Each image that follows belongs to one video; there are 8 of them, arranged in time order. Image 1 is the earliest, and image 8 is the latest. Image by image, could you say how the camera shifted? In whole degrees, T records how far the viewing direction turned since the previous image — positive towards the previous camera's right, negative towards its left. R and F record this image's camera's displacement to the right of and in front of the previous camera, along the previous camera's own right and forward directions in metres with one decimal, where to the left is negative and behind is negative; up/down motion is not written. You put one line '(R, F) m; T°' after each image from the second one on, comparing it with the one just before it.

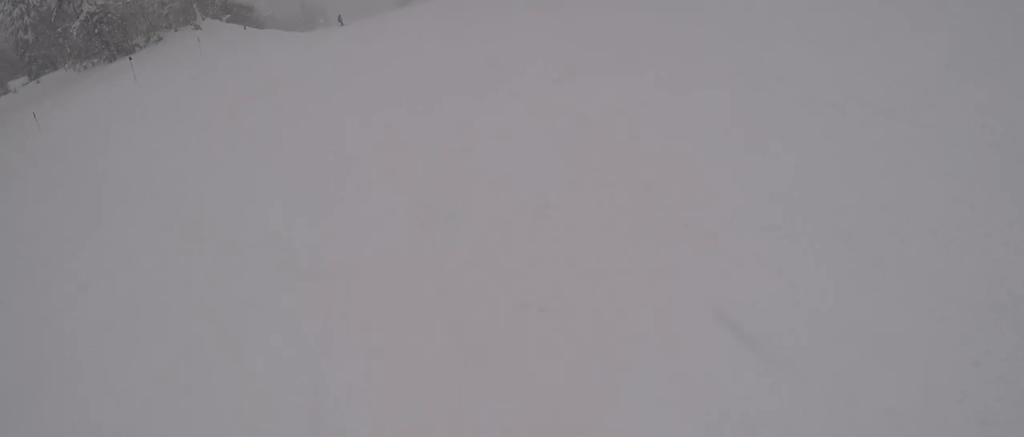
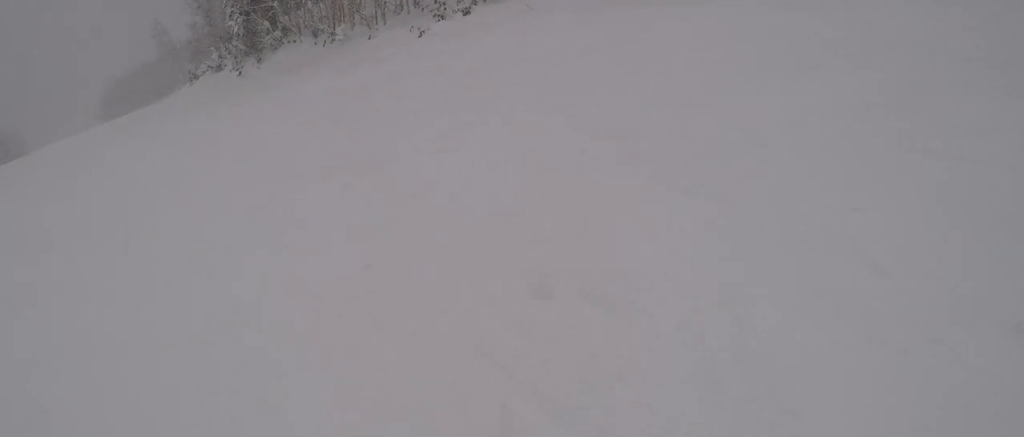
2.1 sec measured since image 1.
(+0.7, +16.5) m; -16°
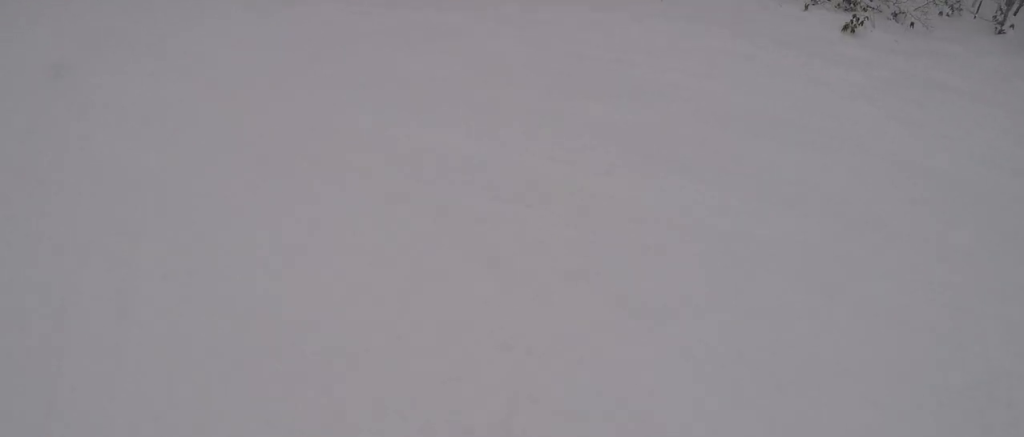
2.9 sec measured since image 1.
(-1.3, +6.3) m; -20°
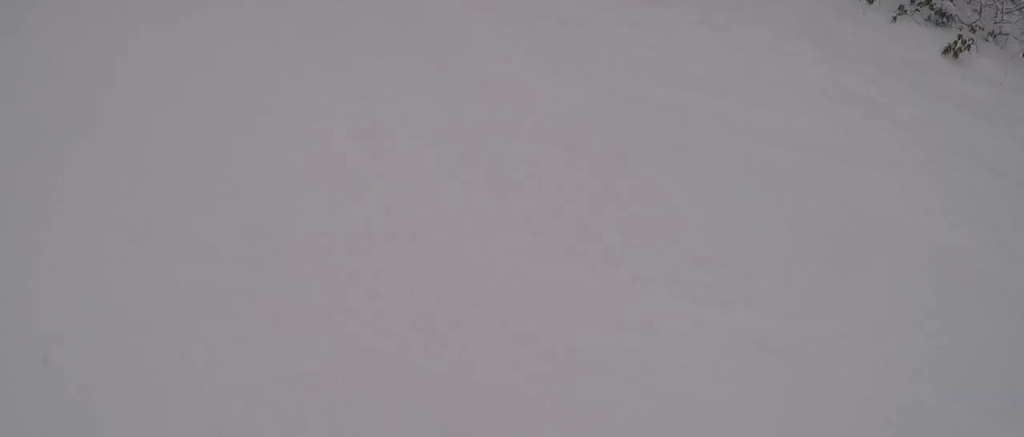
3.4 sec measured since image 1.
(-0.8, +4.1) m; -11°
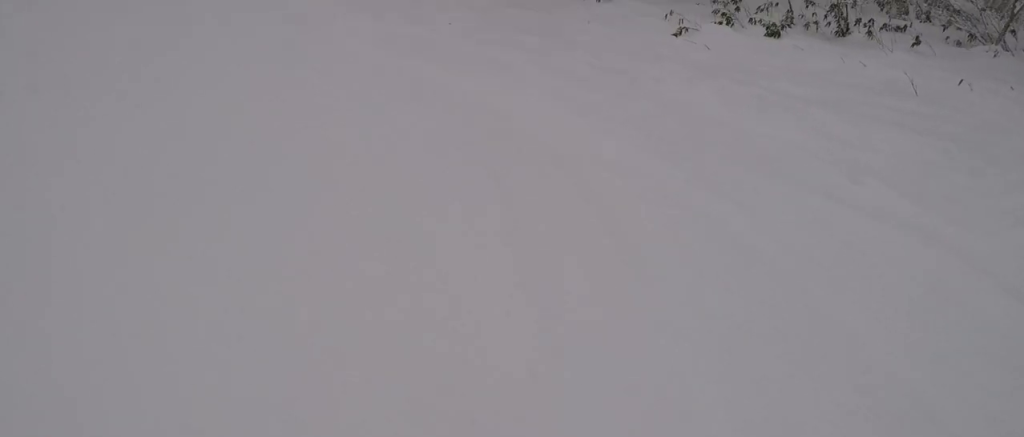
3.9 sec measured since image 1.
(-0.2, +4.2) m; -6°
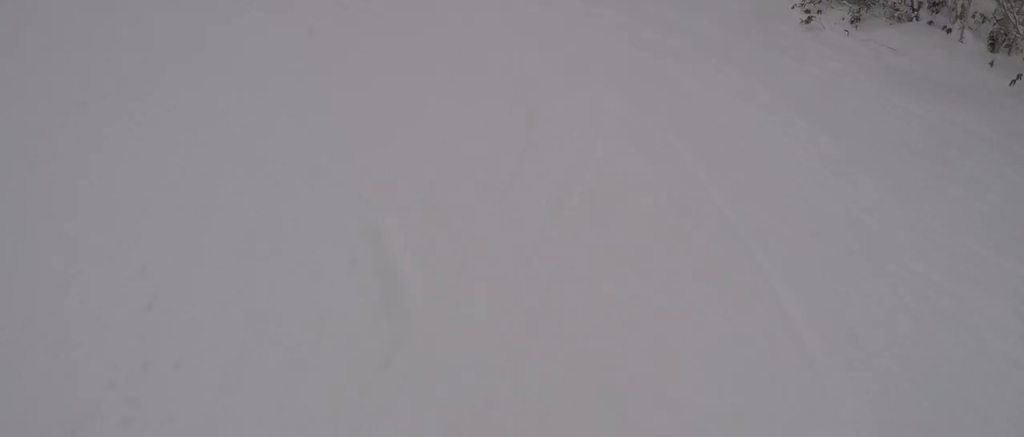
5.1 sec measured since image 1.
(-1.0, +9.7) m; +2°
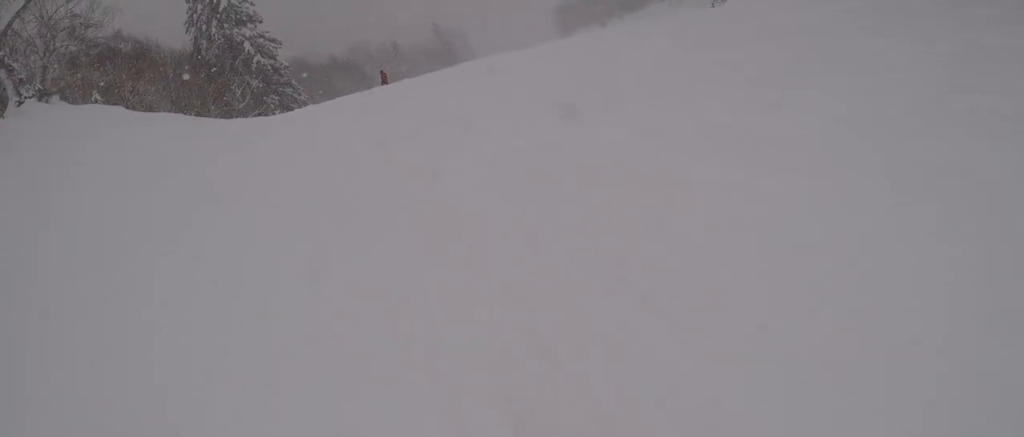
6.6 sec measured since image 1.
(+3.0, +10.6) m; +26°
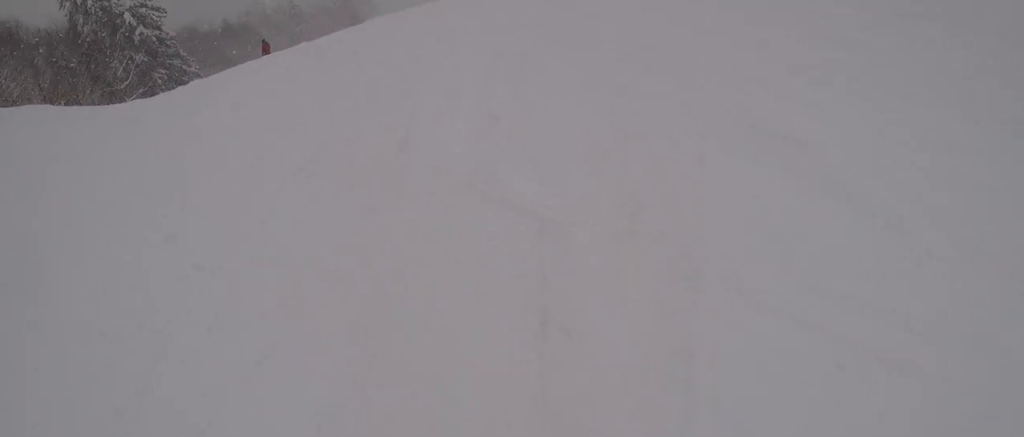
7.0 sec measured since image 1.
(+0.1, +3.5) m; -1°
